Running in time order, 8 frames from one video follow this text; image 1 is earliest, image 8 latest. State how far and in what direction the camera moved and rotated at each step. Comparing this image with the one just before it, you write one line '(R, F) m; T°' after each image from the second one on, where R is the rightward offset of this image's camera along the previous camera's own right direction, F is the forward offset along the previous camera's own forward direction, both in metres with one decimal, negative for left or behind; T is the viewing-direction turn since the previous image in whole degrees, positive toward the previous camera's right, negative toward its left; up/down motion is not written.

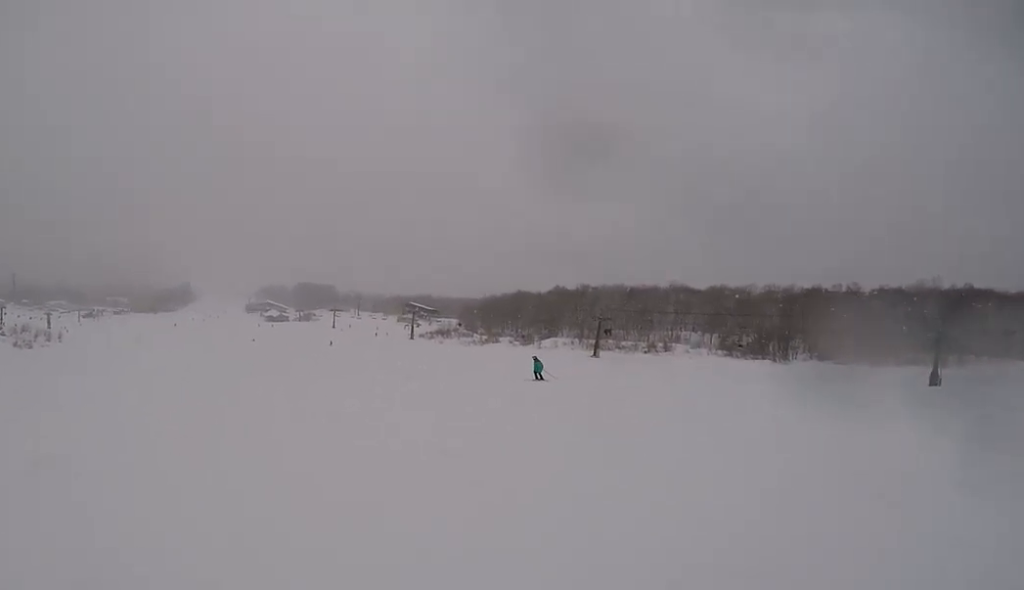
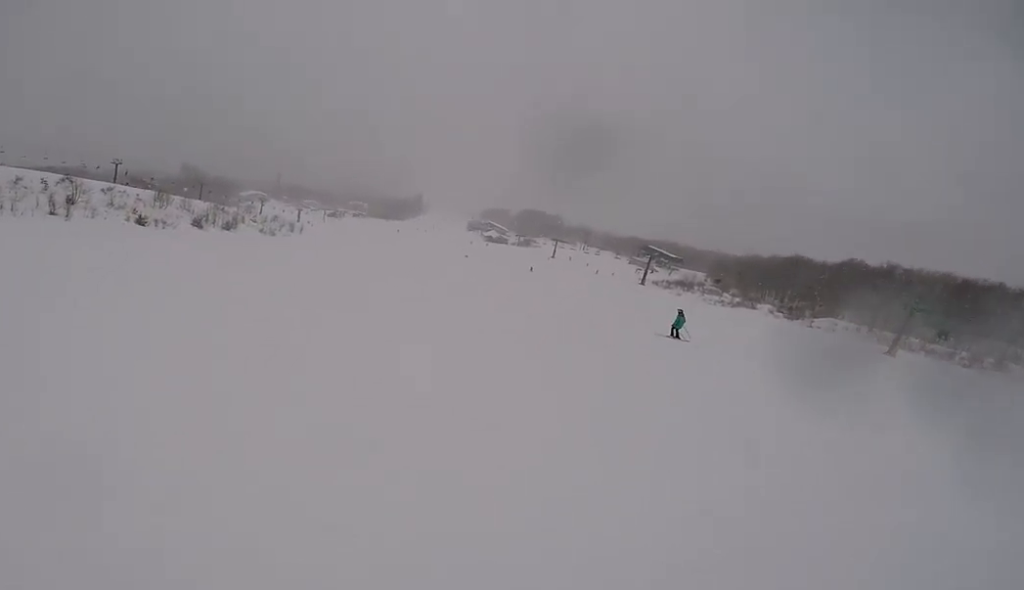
(-1.4, +5.3) m; -31°
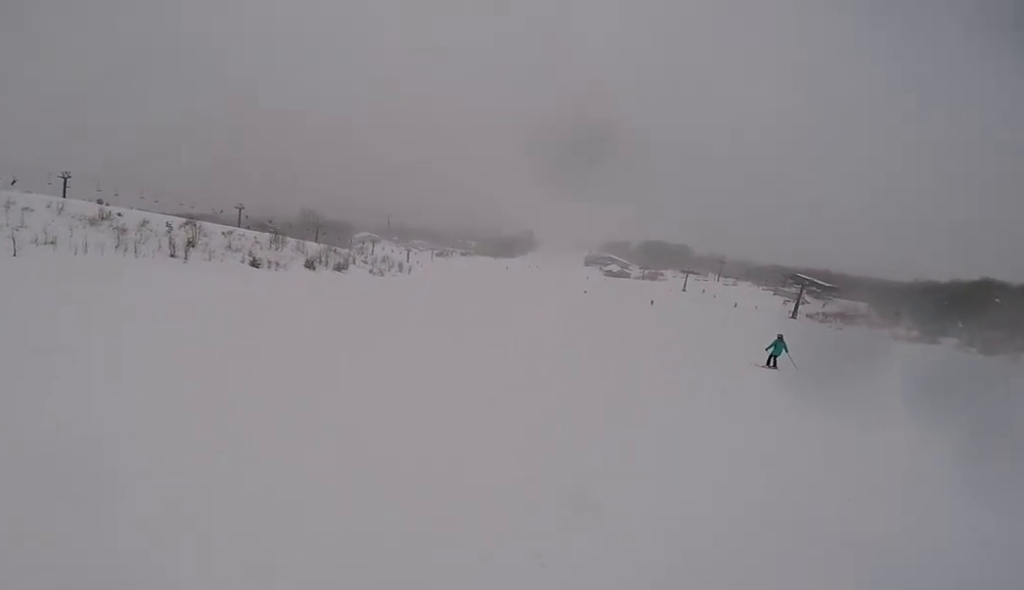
(-0.7, +3.4) m; -13°
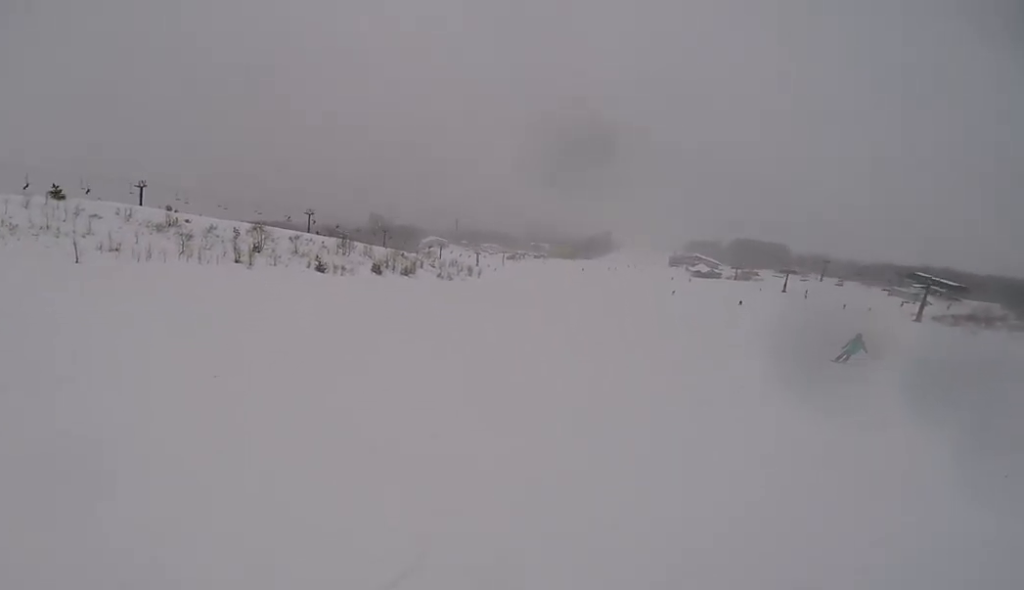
(-0.1, +4.0) m; -1°
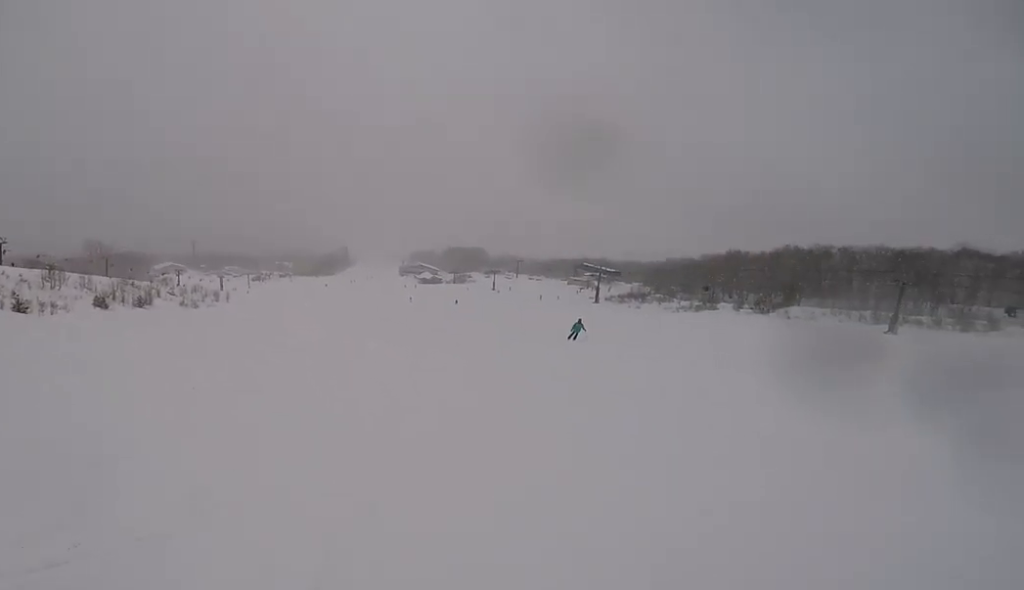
(0.0, +5.4) m; +8°
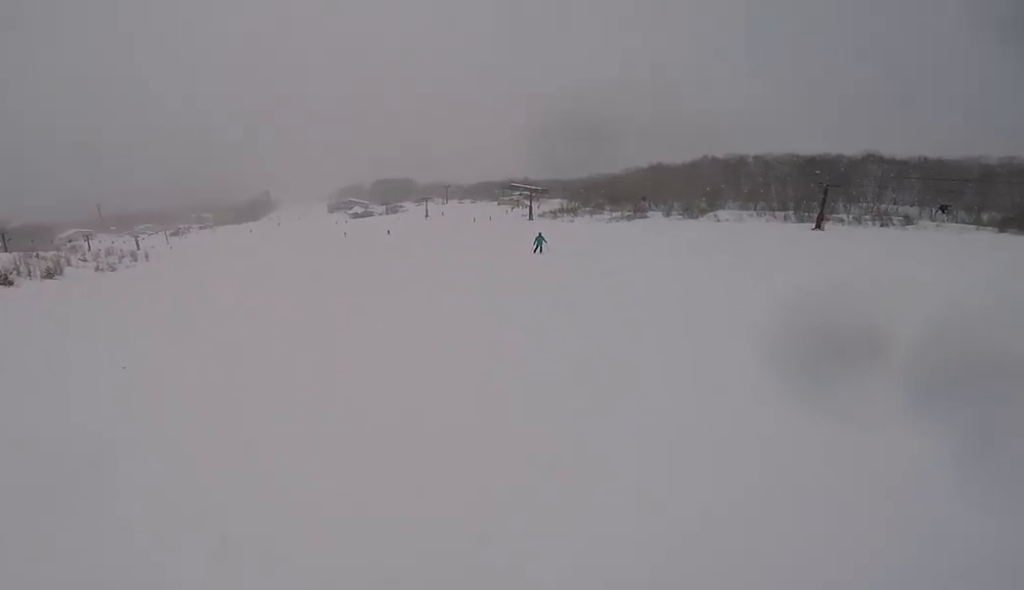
(+0.3, +2.9) m; +9°
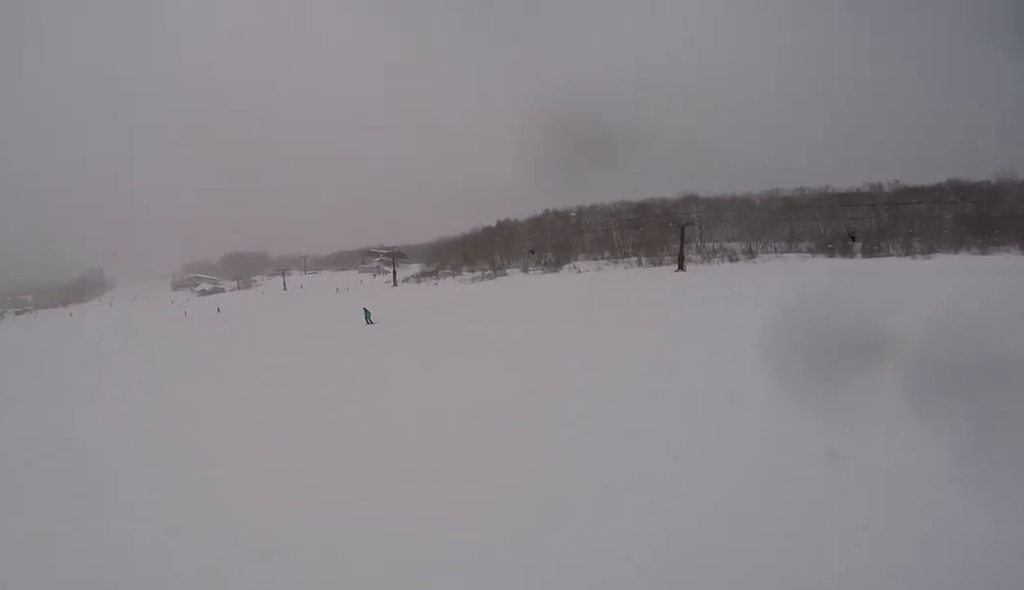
(+3.0, +11.3) m; +15°
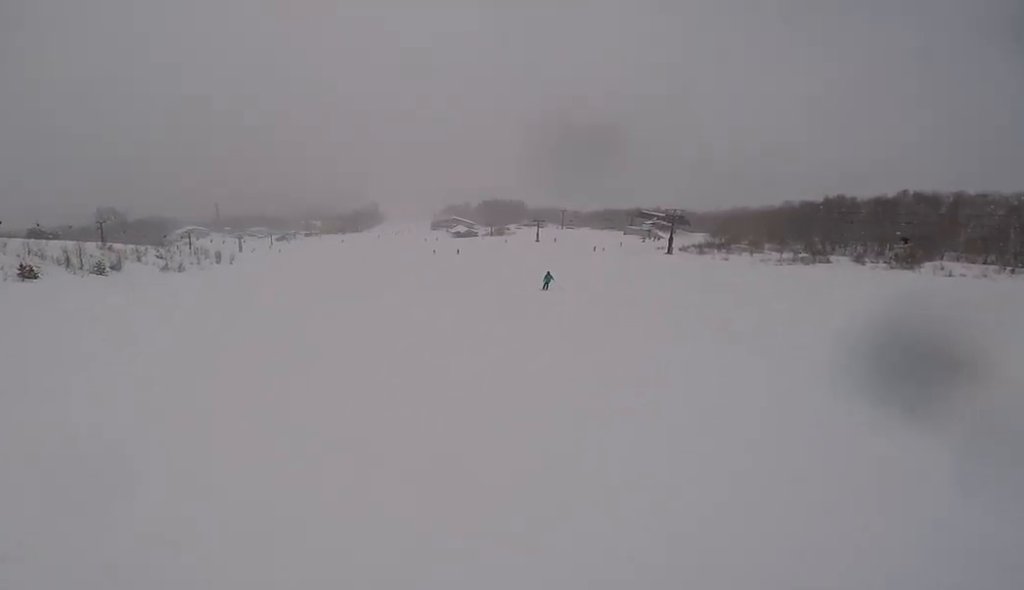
(-0.6, +6.1) m; -17°
